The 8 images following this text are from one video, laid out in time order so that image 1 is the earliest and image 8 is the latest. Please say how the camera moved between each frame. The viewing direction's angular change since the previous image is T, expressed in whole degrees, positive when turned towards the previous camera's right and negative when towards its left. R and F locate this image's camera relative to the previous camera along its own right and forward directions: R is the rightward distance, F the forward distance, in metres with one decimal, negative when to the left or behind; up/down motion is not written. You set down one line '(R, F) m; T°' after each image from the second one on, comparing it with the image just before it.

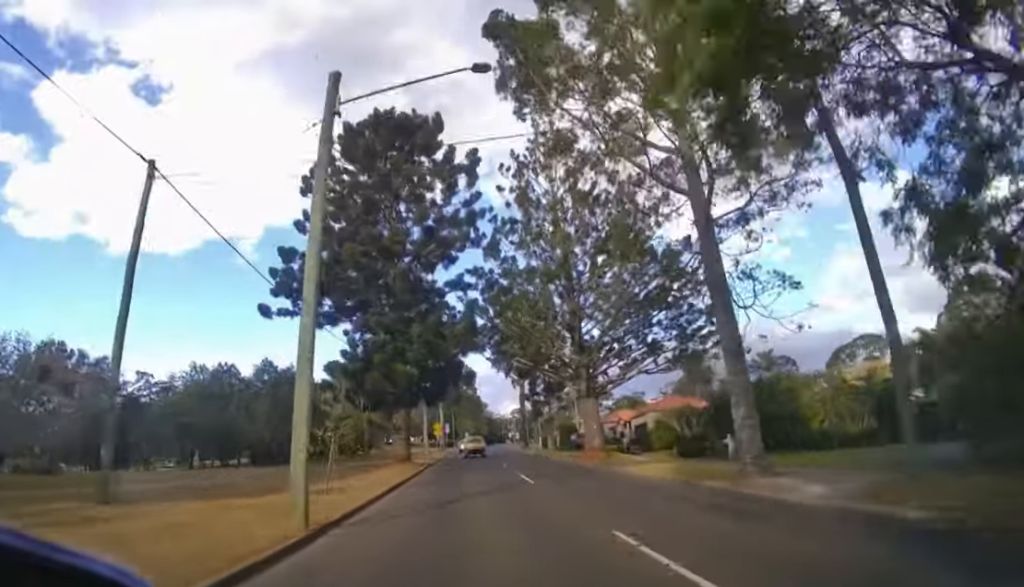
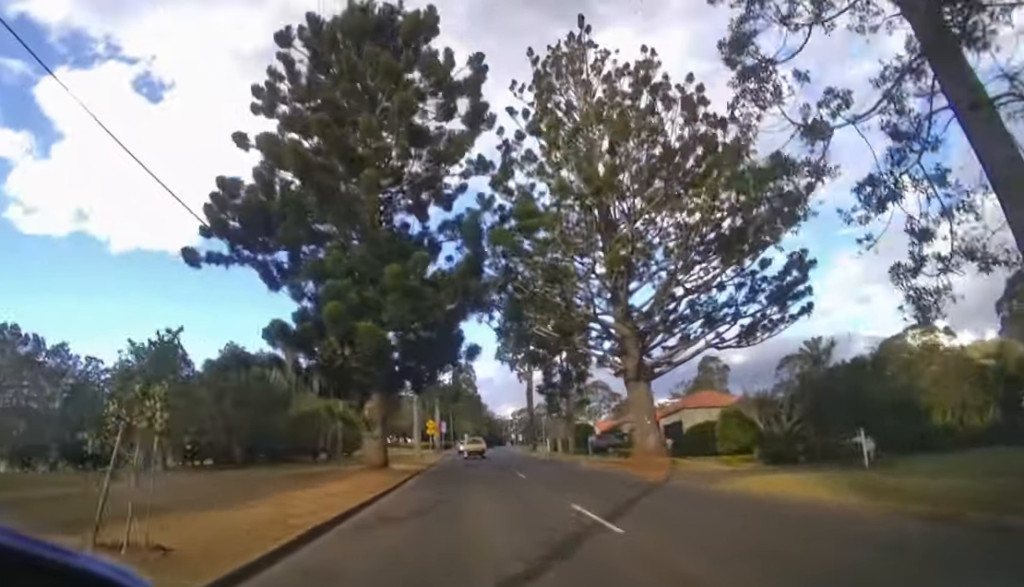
(0.0, +8.4) m; 0°
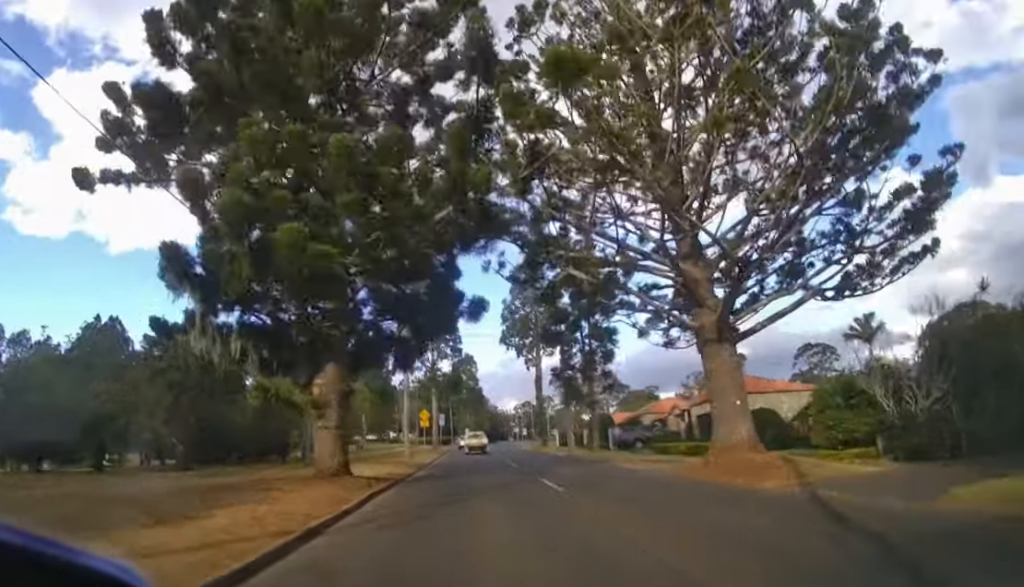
(0.0, +7.0) m; 0°
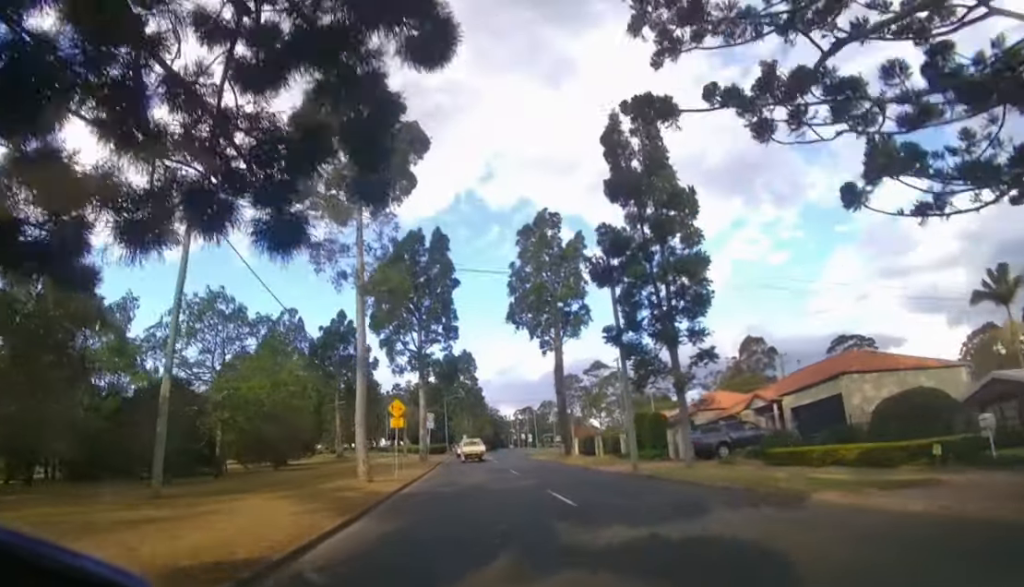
(-0.1, +13.2) m; 0°
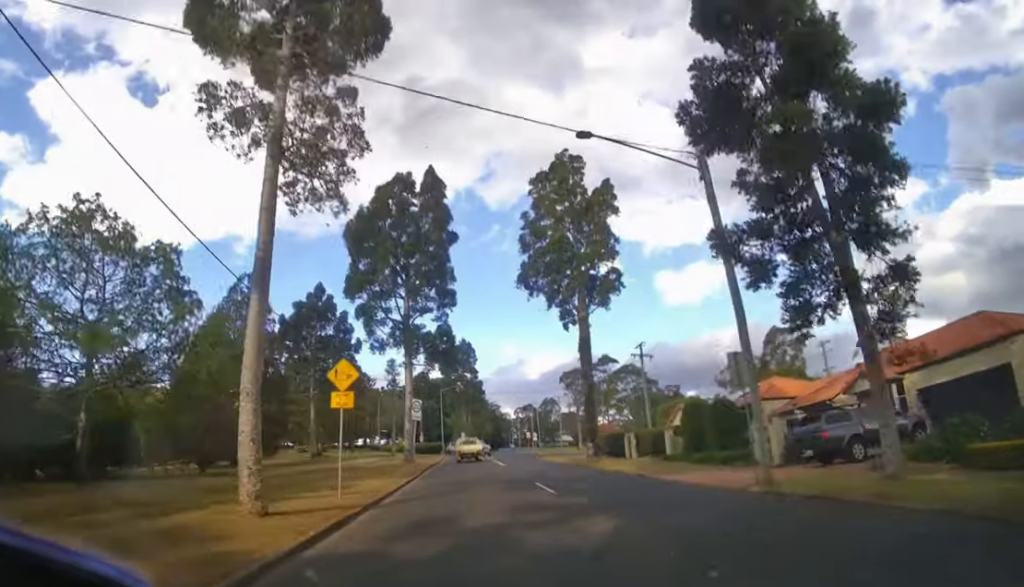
(0.0, +10.1) m; 0°
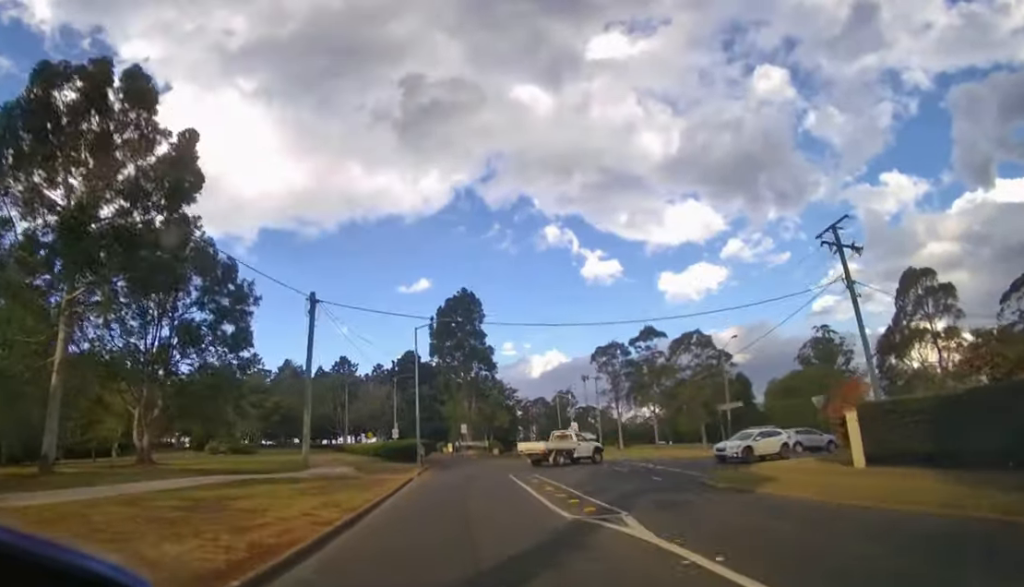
(+0.2, +34.0) m; +1°
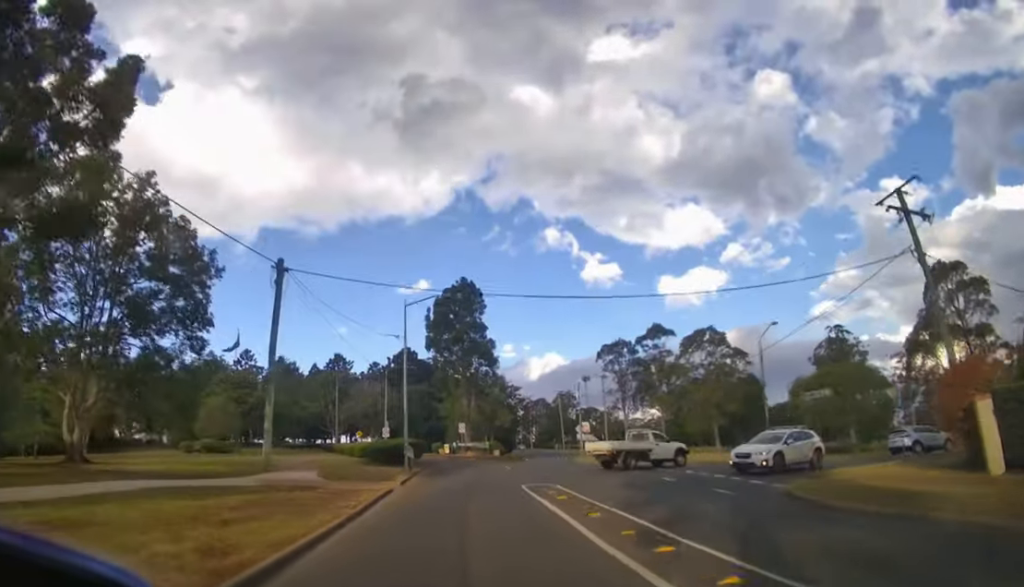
(0.0, +4.7) m; 0°
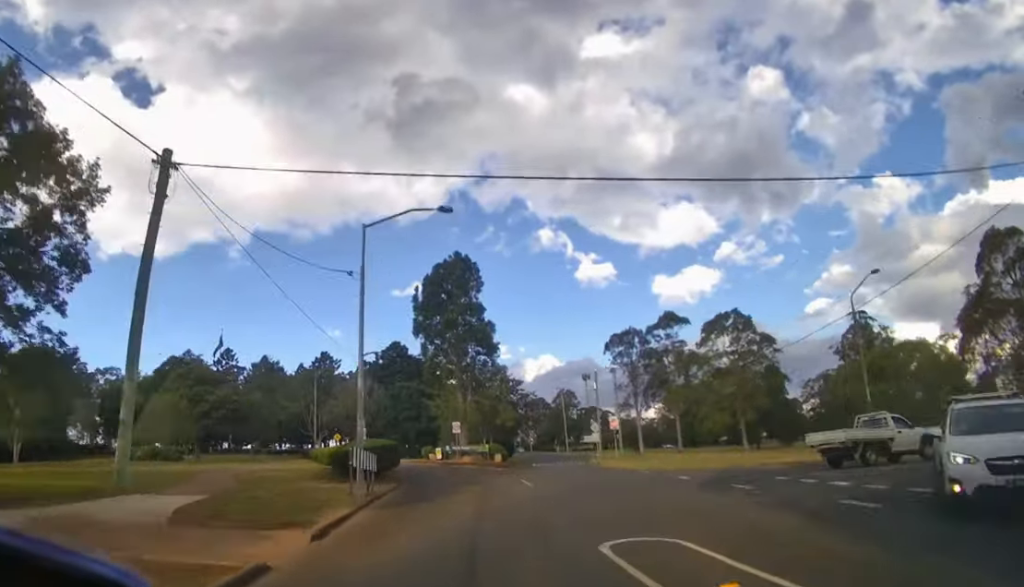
(+0.1, +8.0) m; +1°
